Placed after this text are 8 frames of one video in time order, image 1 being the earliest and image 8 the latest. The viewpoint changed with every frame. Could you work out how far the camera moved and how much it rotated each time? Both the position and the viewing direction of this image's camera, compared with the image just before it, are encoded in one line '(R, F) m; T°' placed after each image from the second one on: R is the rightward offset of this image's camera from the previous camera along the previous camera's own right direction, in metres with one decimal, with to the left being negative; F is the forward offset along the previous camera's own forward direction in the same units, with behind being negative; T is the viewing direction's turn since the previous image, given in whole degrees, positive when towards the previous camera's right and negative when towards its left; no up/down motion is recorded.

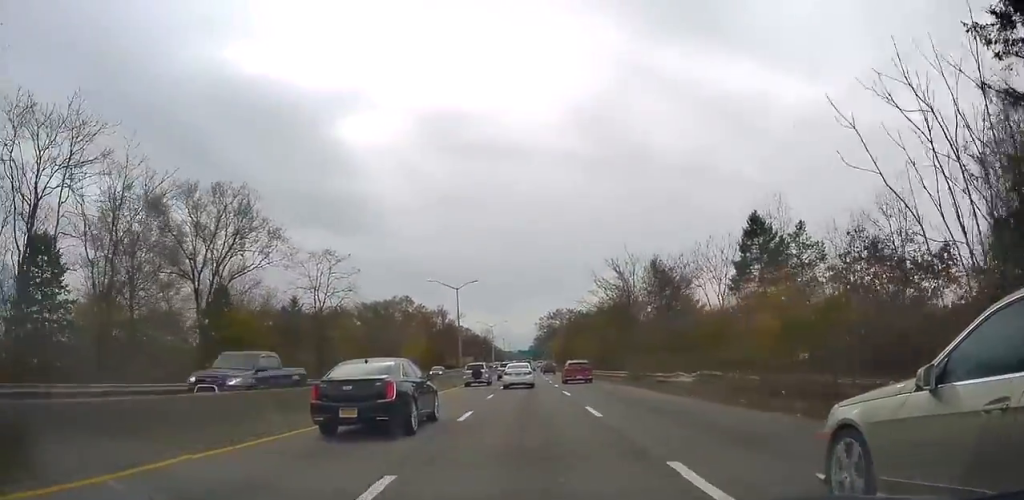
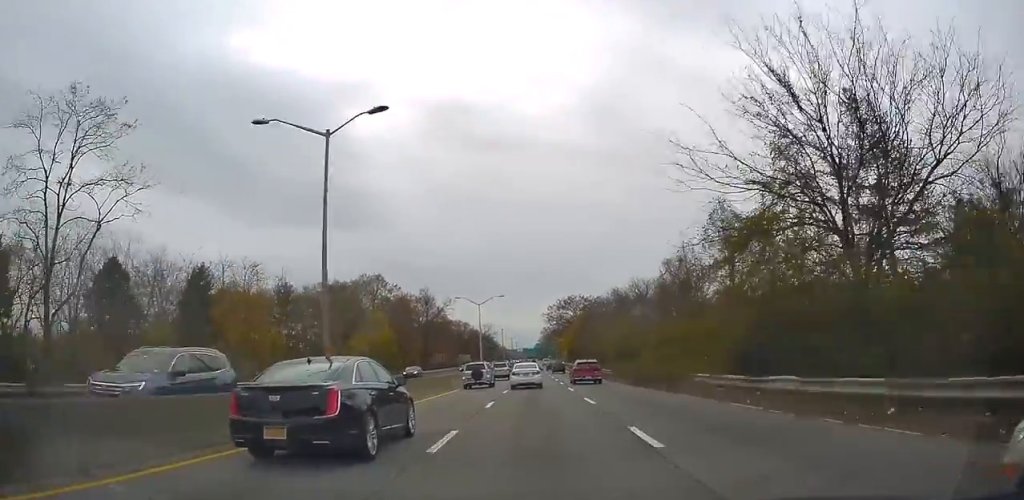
(0.0, +35.9) m; 0°
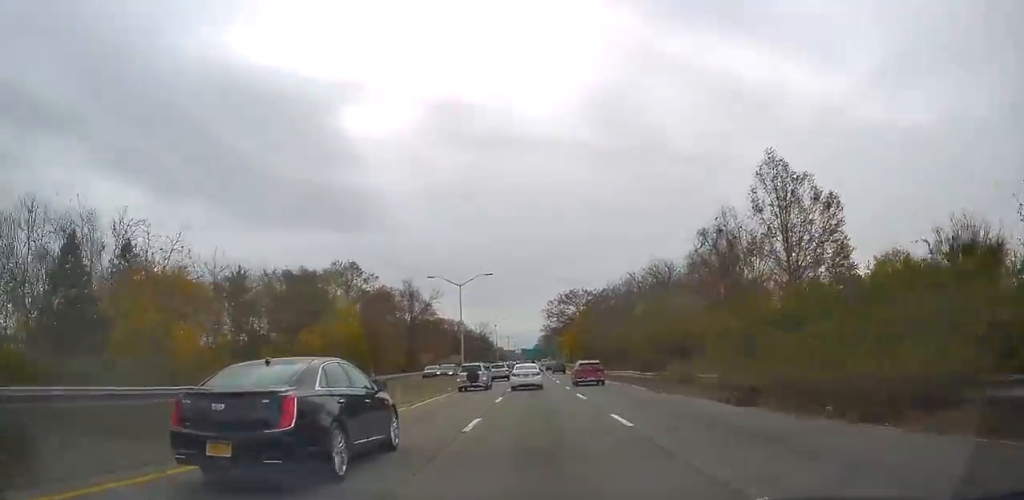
(0.0, +16.3) m; +1°
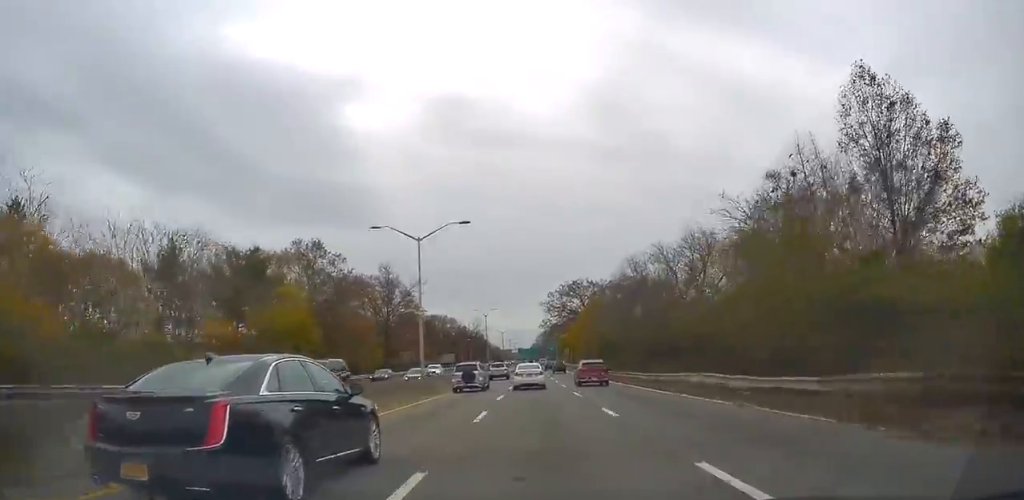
(+0.3, +17.4) m; 0°
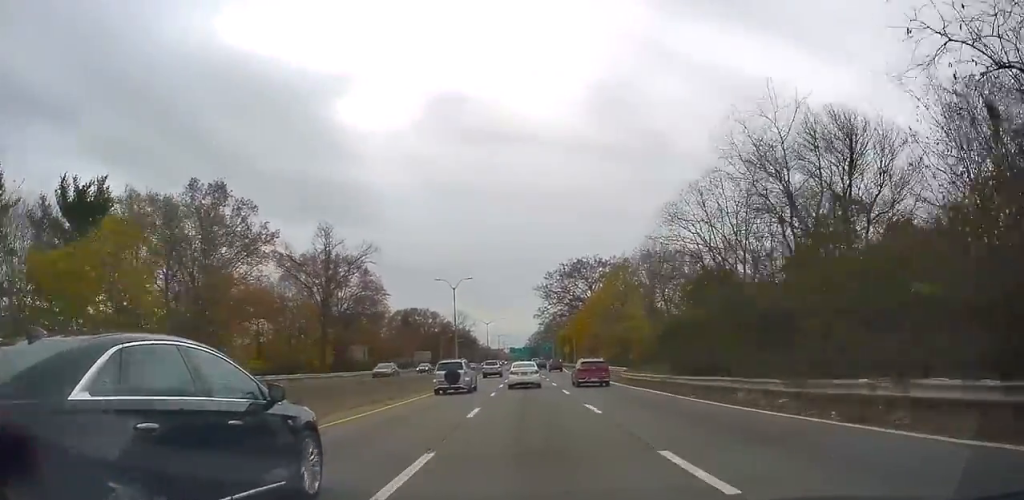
(-0.5, +28.3) m; -1°
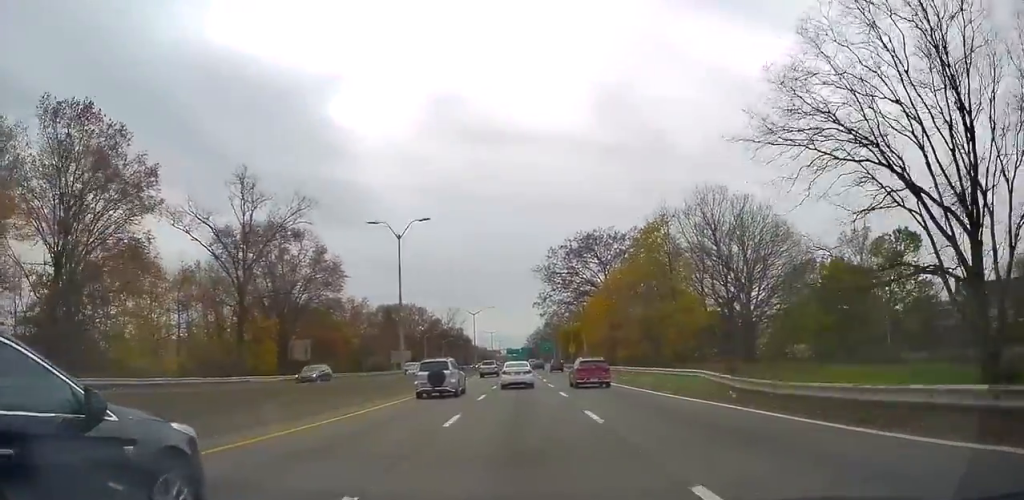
(0.0, +22.2) m; 0°
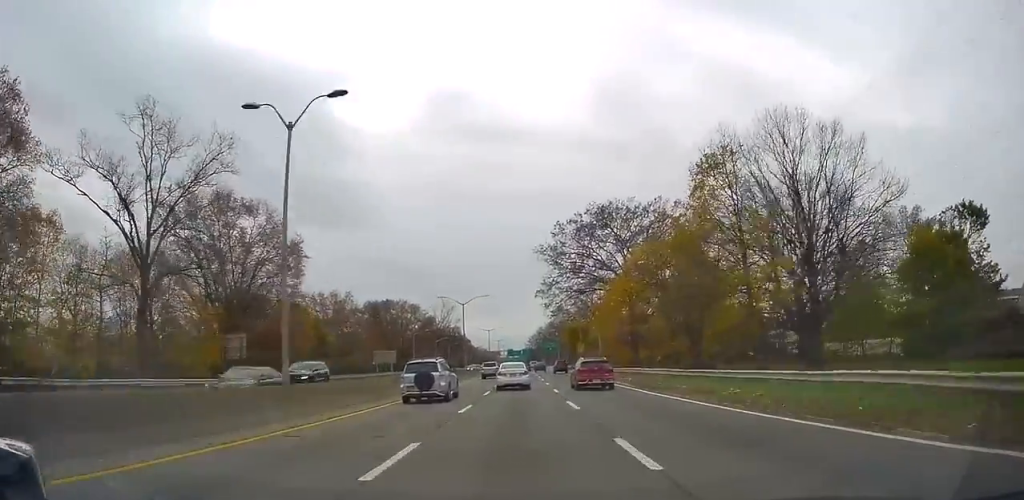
(0.0, +15.6) m; +1°
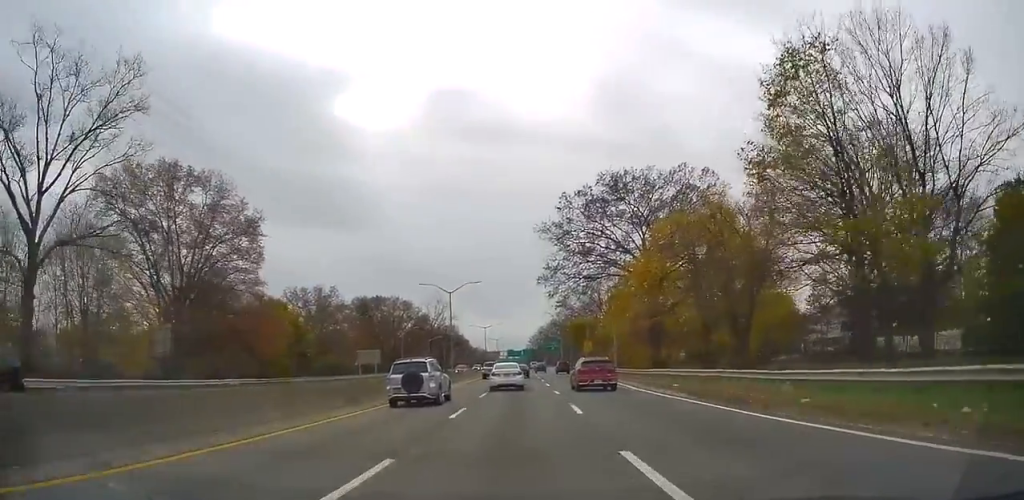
(+0.1, +11.4) m; 0°
